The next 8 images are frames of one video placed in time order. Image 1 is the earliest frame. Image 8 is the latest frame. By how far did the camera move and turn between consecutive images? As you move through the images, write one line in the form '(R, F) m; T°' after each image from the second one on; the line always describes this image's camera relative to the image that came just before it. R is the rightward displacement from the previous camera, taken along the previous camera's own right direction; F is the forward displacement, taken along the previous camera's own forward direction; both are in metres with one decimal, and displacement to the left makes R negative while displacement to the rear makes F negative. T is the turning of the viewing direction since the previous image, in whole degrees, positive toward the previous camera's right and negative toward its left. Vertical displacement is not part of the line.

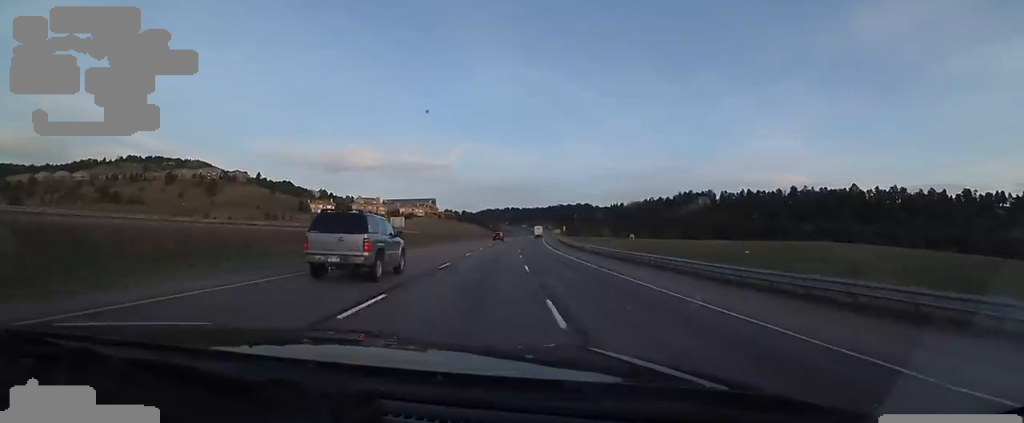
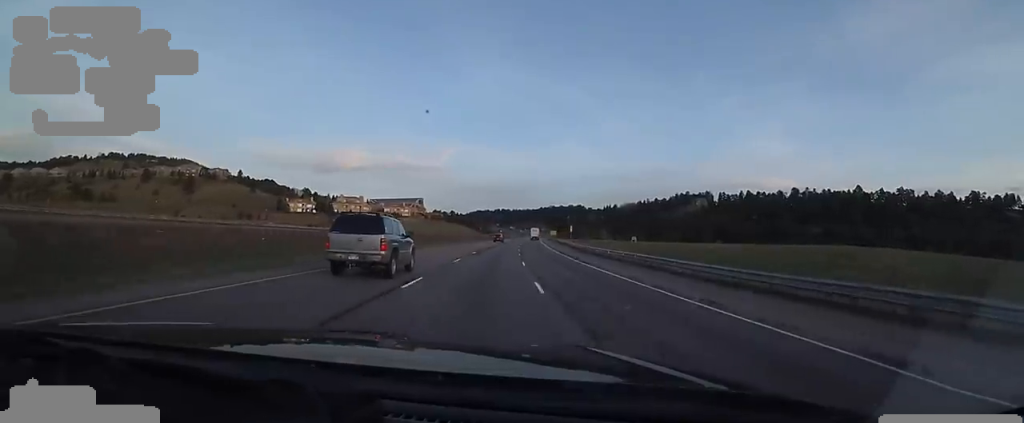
(+0.2, +18.7) m; +1°
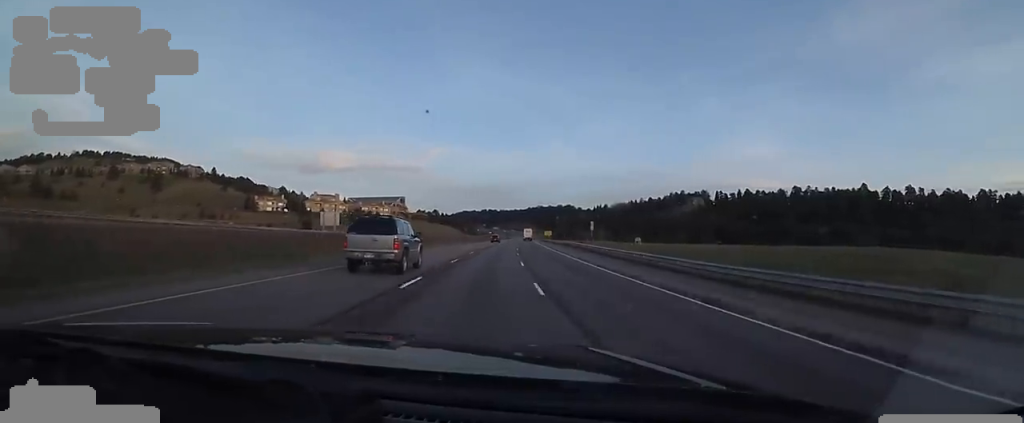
(+0.2, +23.8) m; +1°
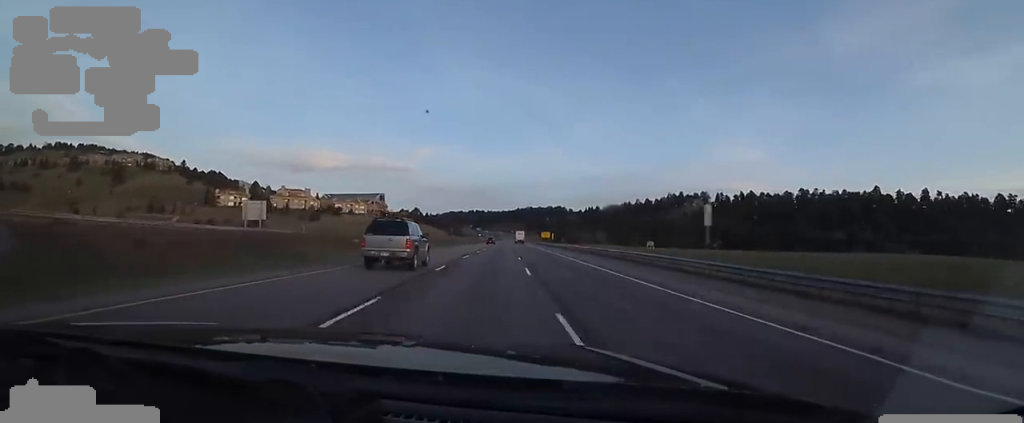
(+0.1, +28.8) m; +3°
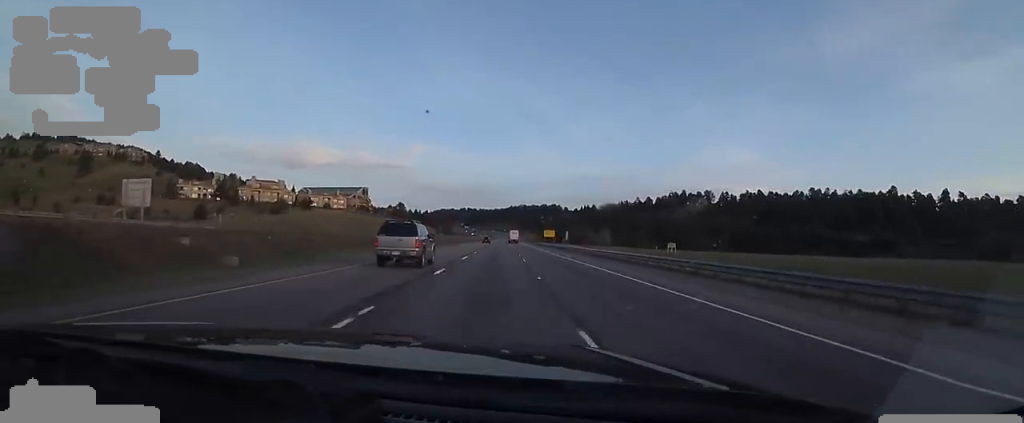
(+1.6, +25.6) m; 0°
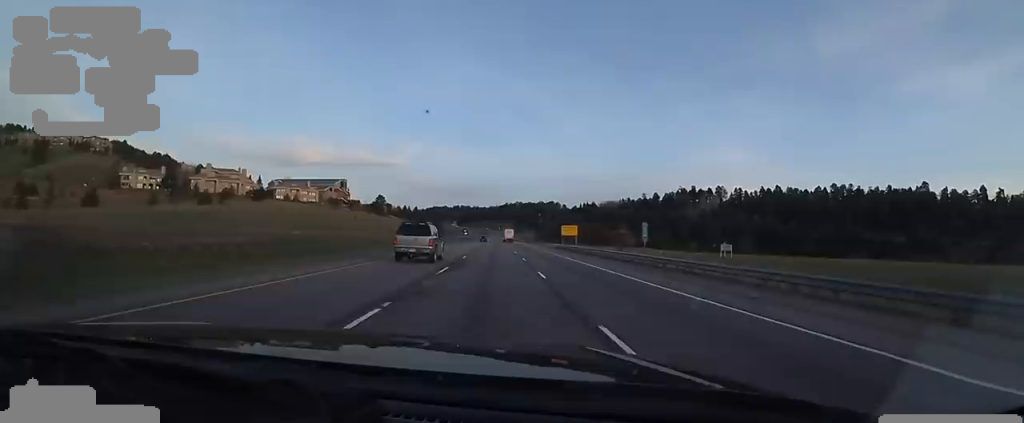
(-1.6, +36.0) m; 0°
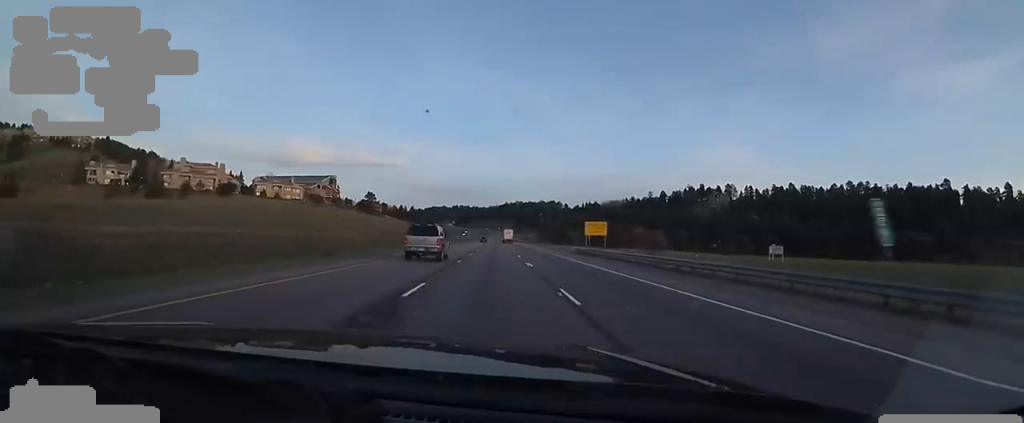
(+1.1, +18.7) m; +2°
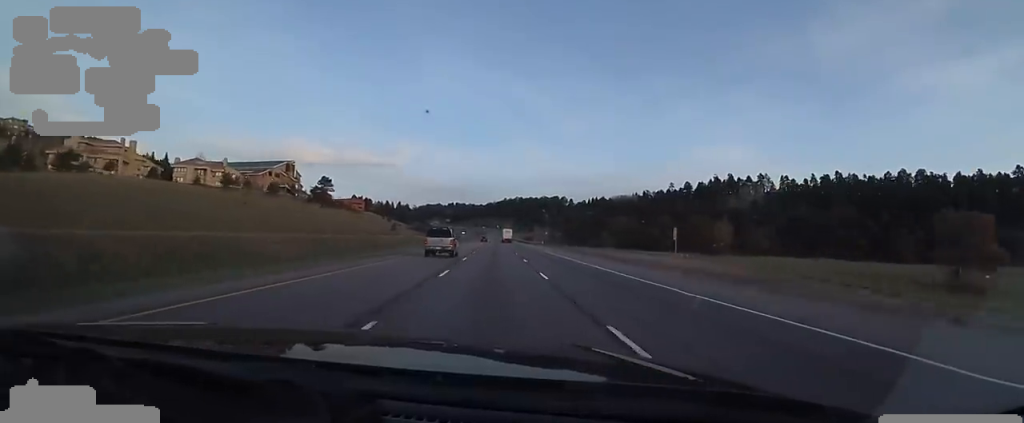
(0.0, +55.9) m; 0°
